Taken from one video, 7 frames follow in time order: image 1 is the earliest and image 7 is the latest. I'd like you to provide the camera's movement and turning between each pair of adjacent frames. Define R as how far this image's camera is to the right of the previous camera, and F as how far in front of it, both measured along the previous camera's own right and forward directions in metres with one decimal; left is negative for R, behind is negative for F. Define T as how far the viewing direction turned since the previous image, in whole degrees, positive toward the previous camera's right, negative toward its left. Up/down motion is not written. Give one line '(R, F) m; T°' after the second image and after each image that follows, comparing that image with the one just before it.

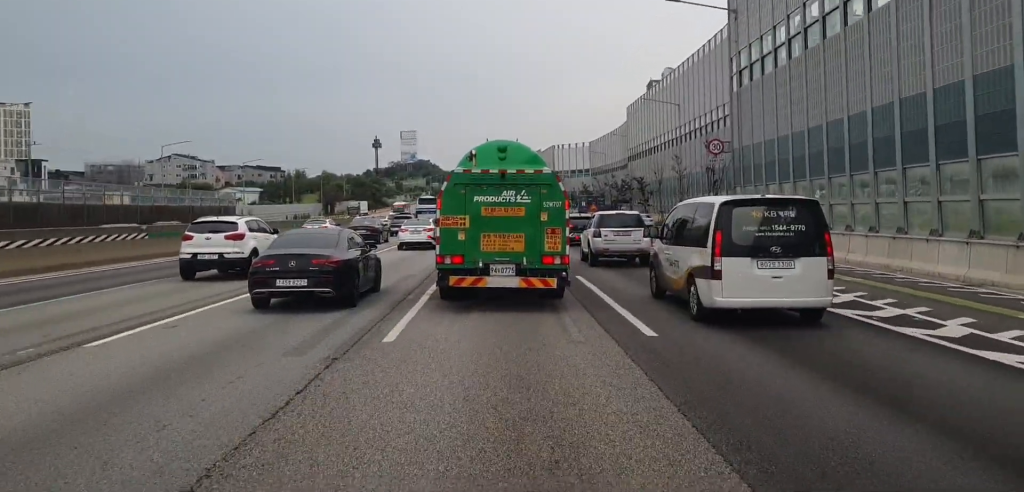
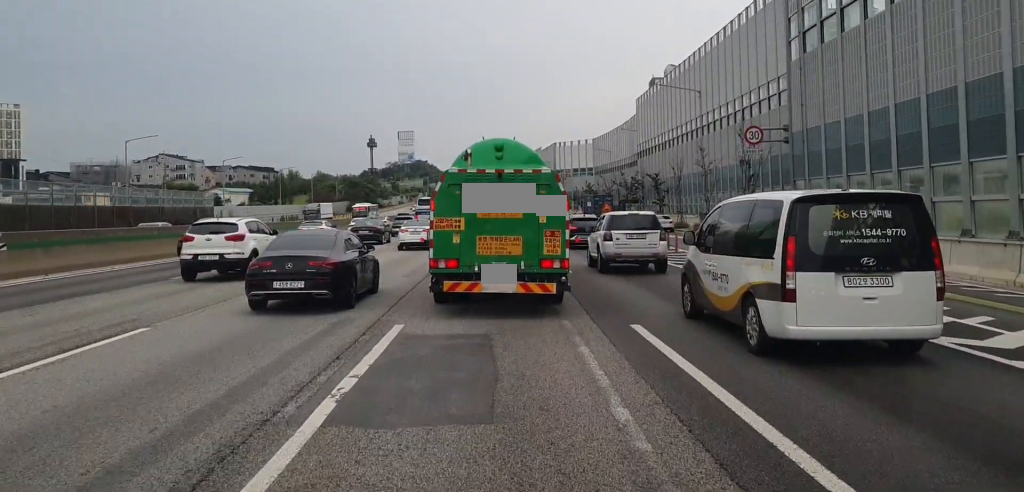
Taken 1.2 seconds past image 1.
(+0.4, +9.2) m; 0°
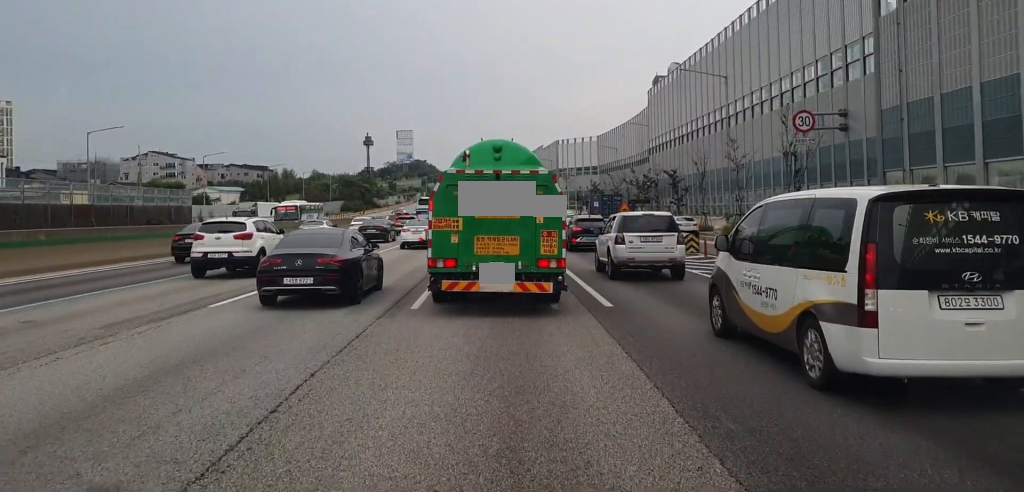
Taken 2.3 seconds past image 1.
(-0.3, +7.9) m; -2°
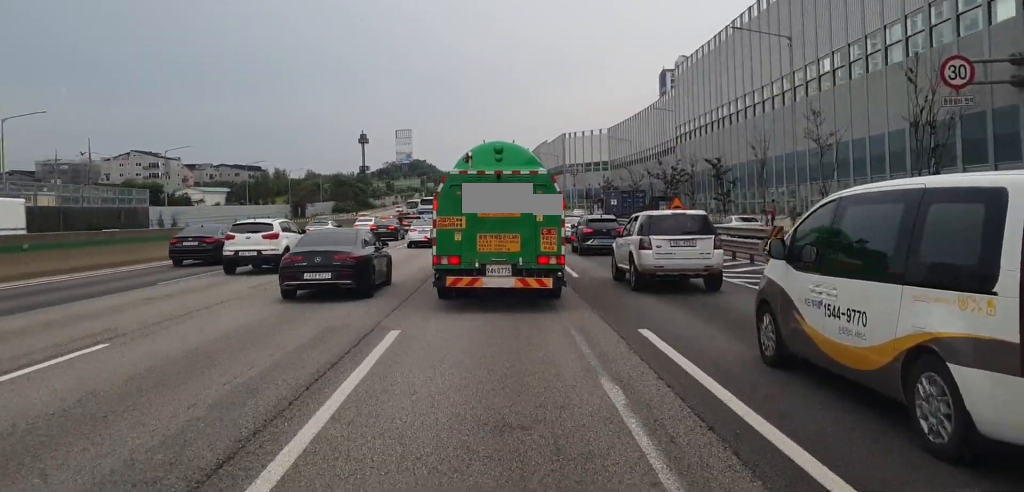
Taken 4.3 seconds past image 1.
(+0.6, +13.9) m; +3°
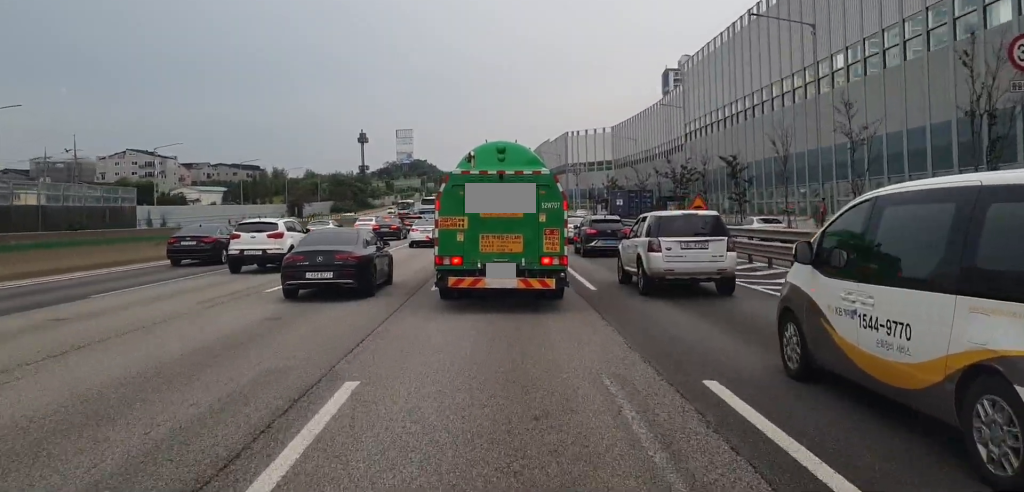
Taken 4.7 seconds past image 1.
(+0.2, +3.5) m; -2°
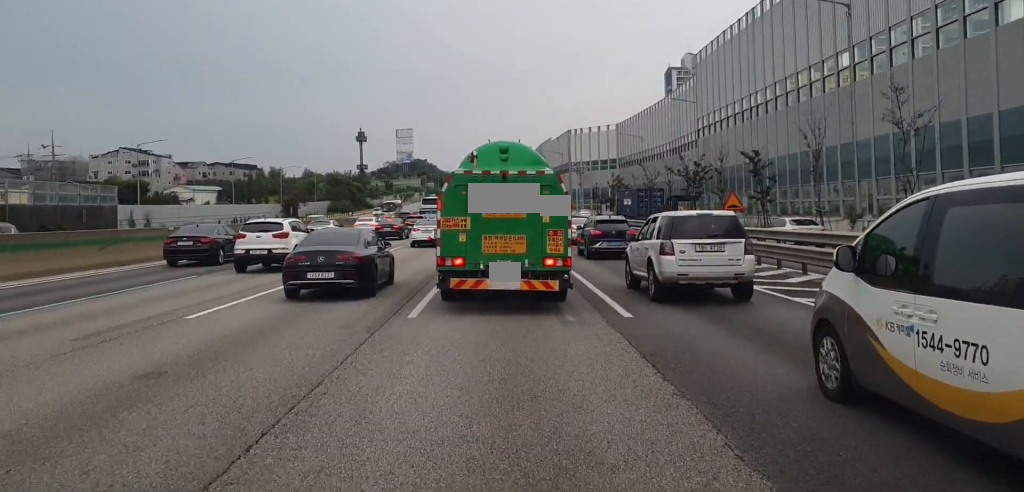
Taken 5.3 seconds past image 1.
(-0.3, +4.6) m; -2°
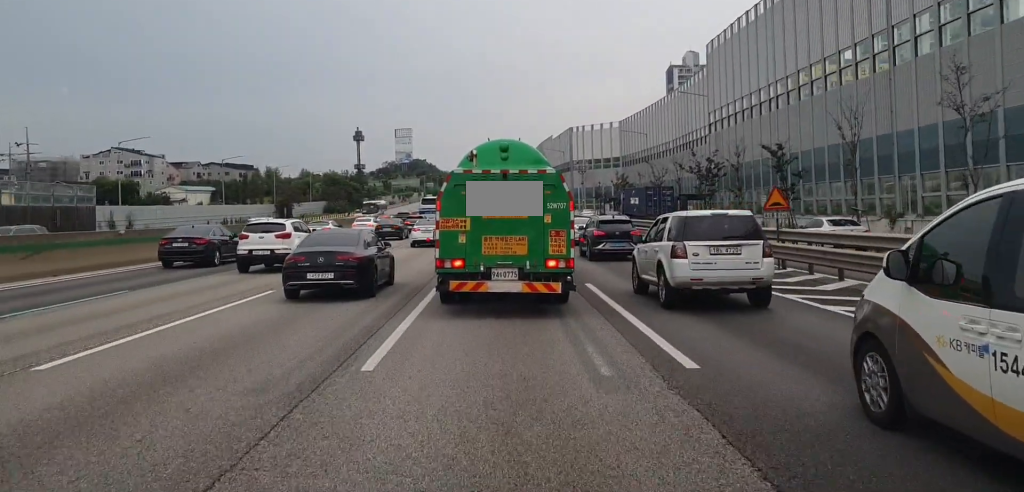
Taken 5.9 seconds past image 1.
(-0.1, +4.4) m; 0°
